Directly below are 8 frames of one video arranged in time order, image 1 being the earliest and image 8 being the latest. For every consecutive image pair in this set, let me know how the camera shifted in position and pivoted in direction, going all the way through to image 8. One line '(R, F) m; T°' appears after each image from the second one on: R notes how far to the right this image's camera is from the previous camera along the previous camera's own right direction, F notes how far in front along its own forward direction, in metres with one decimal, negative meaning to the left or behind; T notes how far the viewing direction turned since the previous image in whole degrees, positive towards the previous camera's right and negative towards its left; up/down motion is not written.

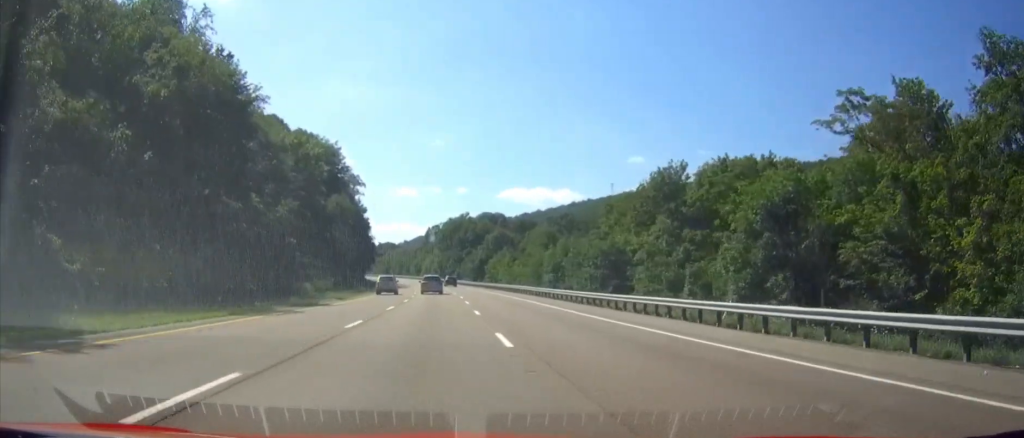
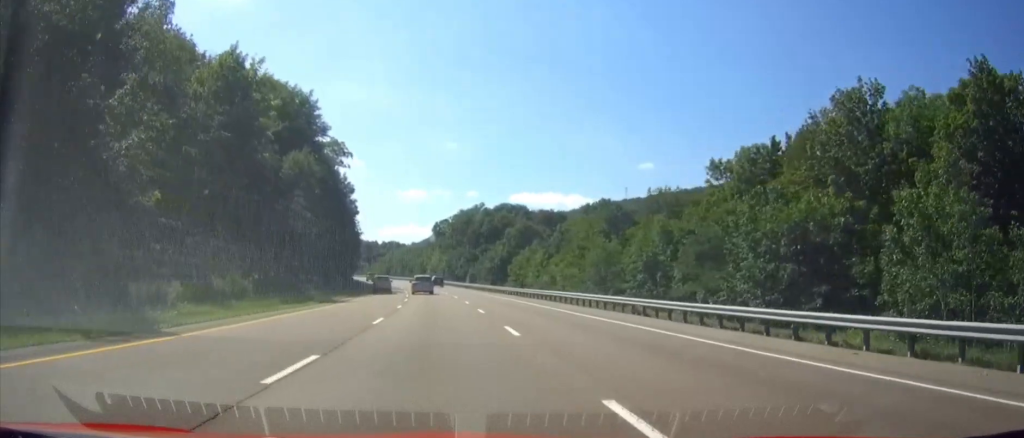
(-0.2, +33.2) m; -1°
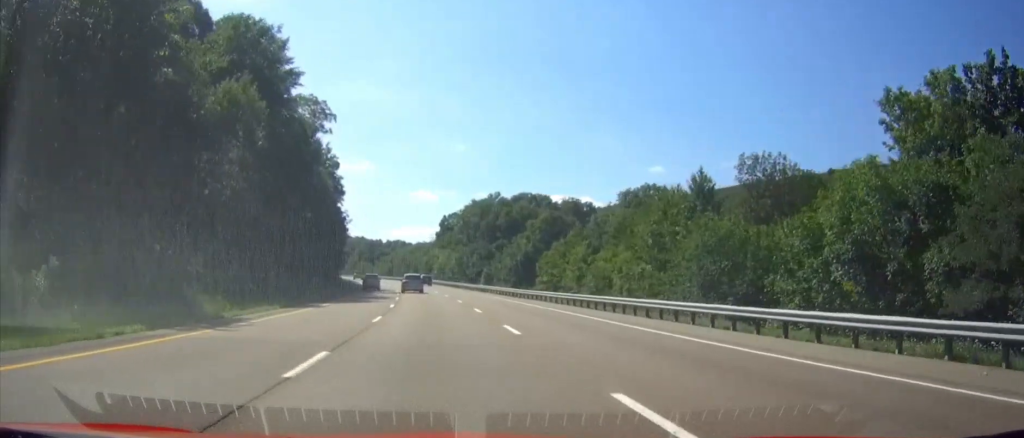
(-0.1, +23.9) m; -1°
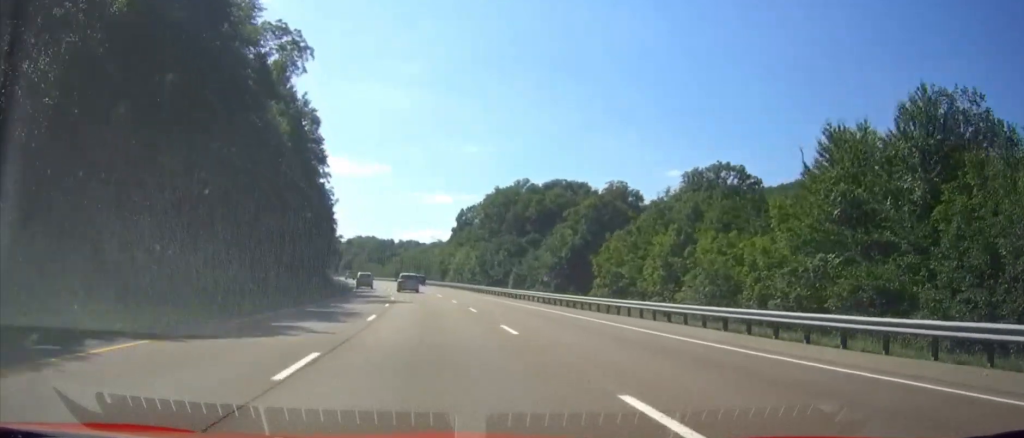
(-0.1, +23.8) m; -1°
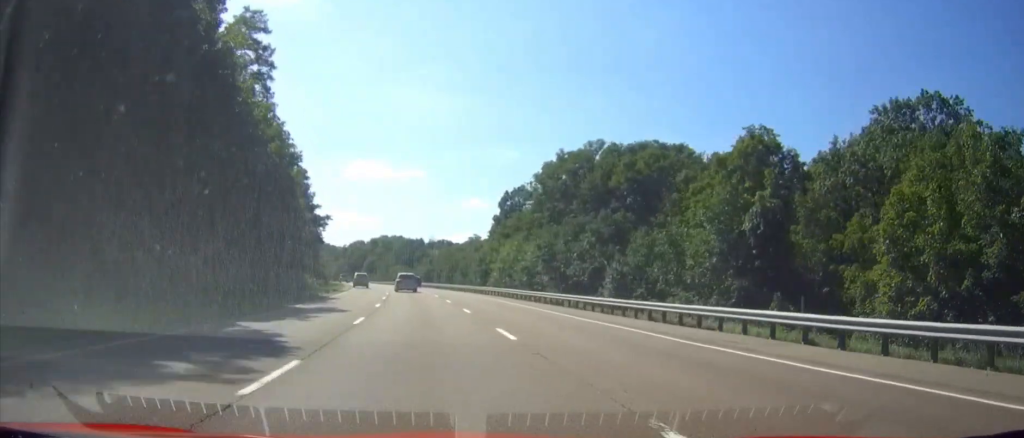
(-0.8, +37.3) m; -3°
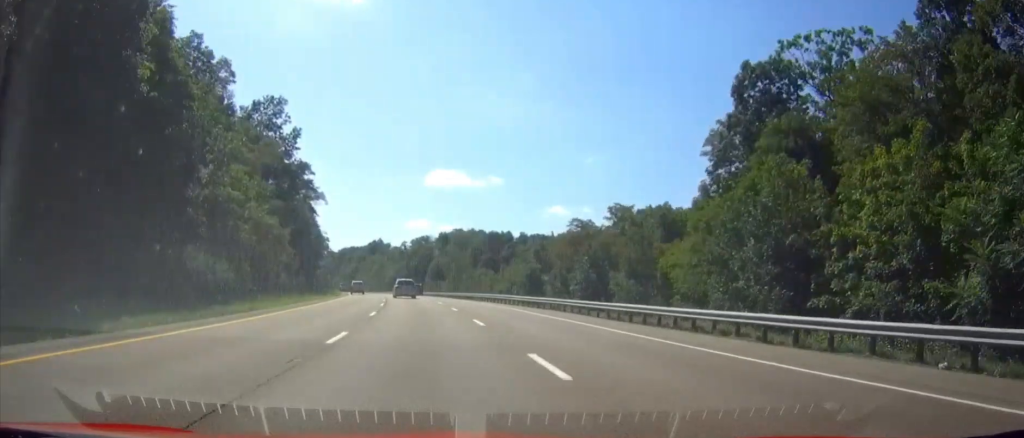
(-5.4, +77.2) m; -7°
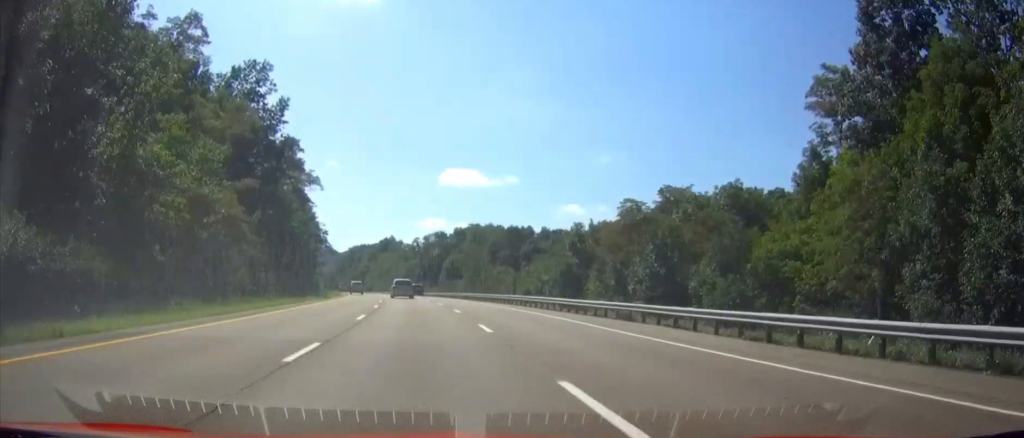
(-0.2, +15.5) m; -1°
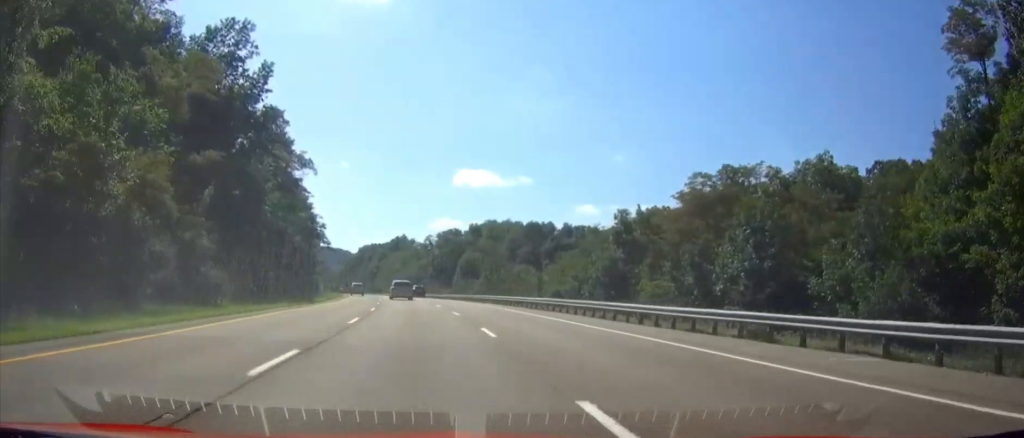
(+0.1, +13.5) m; -1°
